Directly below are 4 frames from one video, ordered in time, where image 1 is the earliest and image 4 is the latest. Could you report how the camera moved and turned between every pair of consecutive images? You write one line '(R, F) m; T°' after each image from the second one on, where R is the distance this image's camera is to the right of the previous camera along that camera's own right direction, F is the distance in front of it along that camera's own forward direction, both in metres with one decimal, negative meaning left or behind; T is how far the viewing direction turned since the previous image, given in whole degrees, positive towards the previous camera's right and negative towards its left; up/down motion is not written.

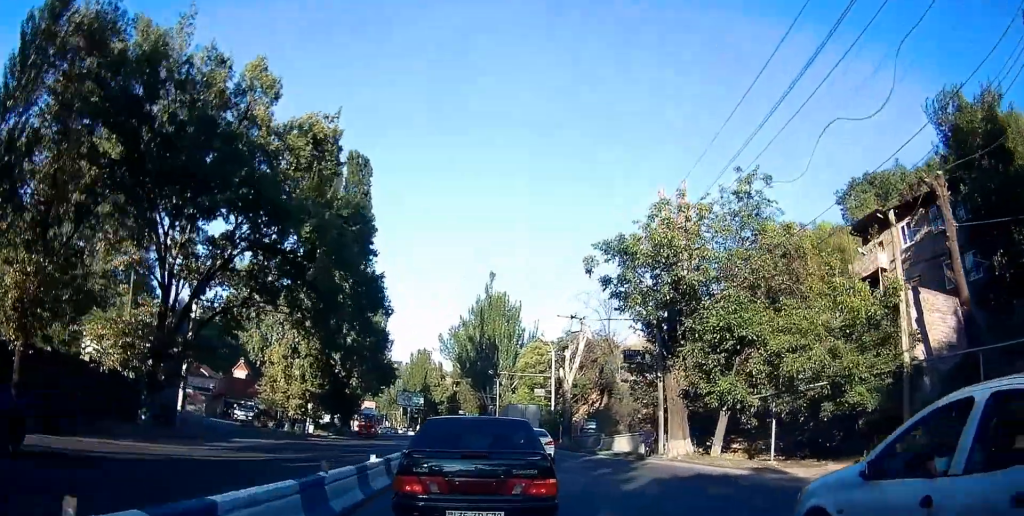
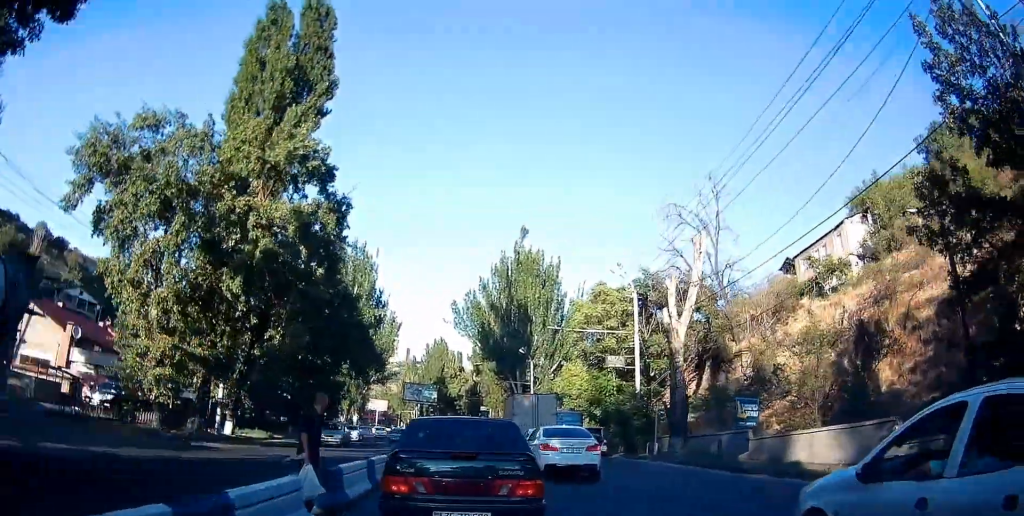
(-2.4, +24.7) m; -4°
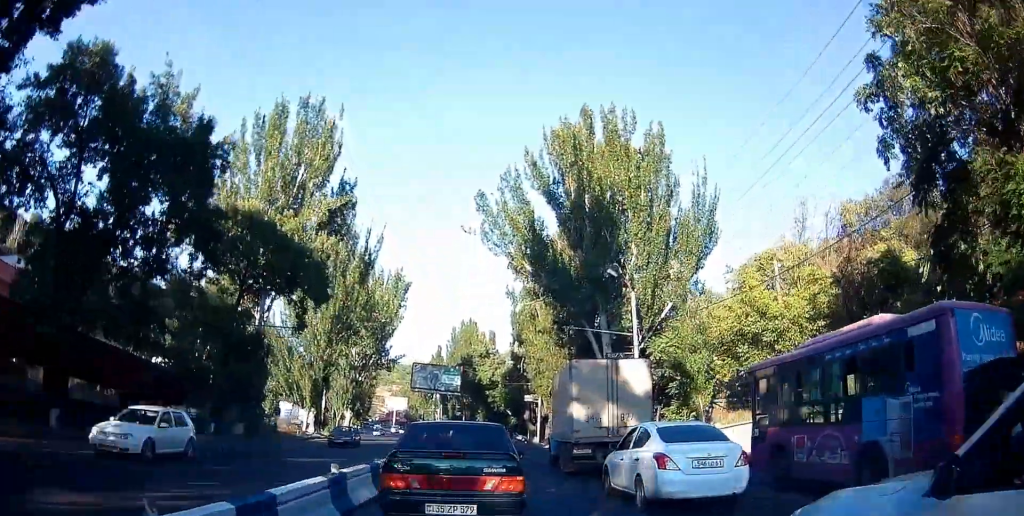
(-0.1, +32.7) m; -7°
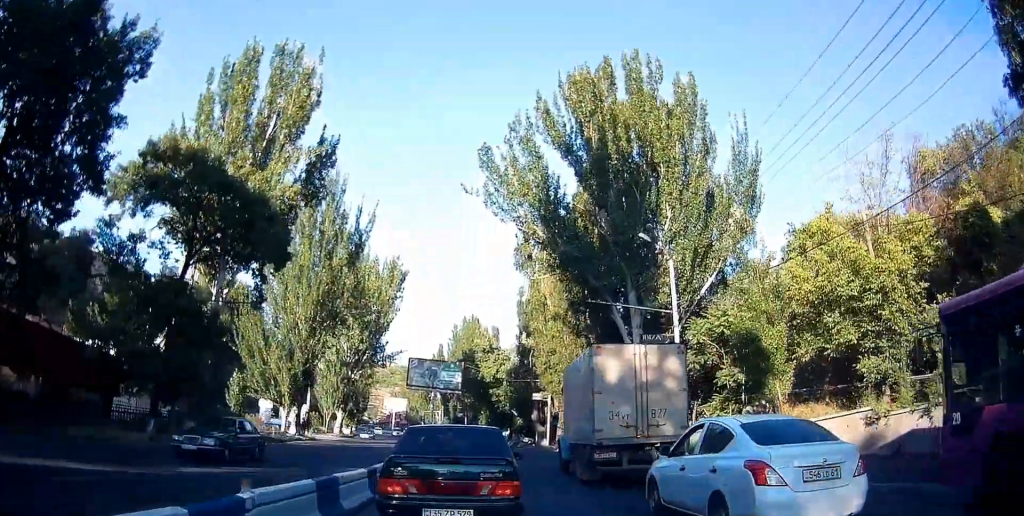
(0.0, +6.4) m; 0°
